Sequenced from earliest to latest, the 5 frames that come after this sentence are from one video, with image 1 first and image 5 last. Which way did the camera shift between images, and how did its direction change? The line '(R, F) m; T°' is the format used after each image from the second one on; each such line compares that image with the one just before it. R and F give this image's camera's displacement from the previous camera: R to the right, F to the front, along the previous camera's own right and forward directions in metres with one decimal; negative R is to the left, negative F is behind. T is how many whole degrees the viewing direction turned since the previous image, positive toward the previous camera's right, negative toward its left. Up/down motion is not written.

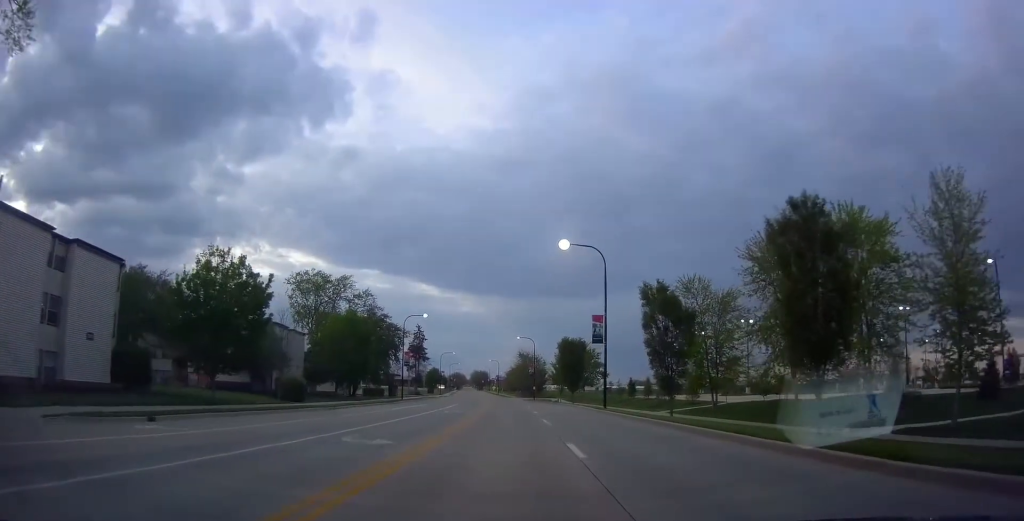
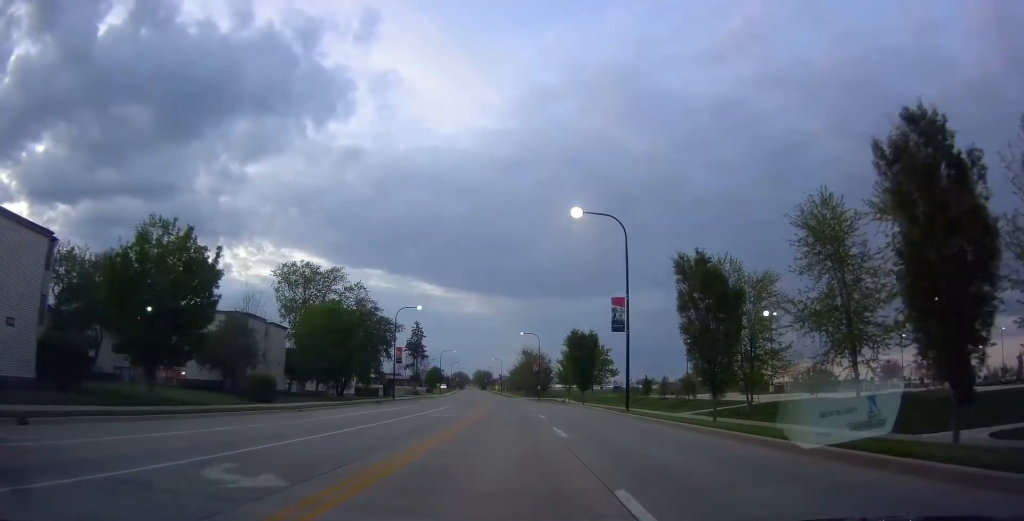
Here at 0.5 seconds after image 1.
(+0.1, +7.4) m; +1°
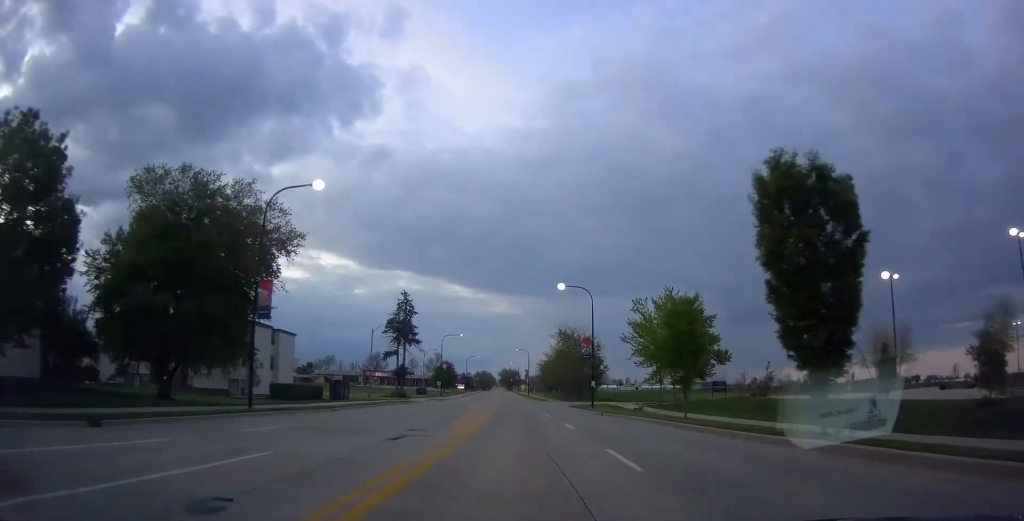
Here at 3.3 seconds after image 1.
(-2.4, +43.8) m; -5°
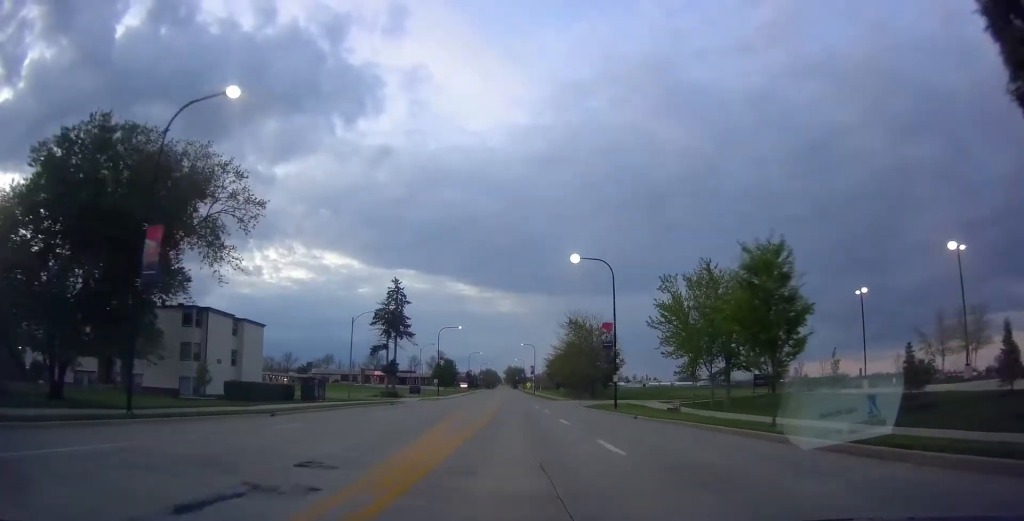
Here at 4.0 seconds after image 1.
(-0.1, +10.0) m; -1°
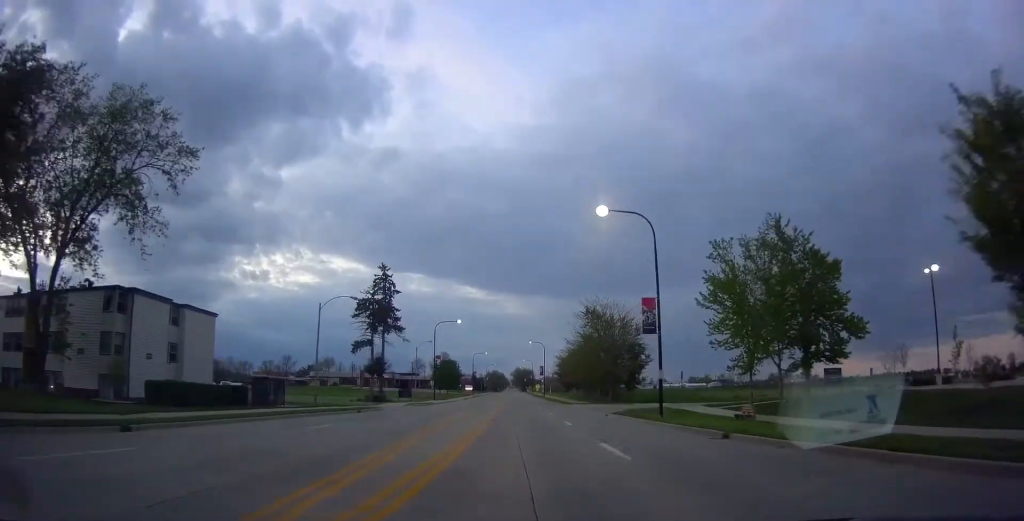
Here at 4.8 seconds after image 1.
(-0.2, +12.5) m; -1°
